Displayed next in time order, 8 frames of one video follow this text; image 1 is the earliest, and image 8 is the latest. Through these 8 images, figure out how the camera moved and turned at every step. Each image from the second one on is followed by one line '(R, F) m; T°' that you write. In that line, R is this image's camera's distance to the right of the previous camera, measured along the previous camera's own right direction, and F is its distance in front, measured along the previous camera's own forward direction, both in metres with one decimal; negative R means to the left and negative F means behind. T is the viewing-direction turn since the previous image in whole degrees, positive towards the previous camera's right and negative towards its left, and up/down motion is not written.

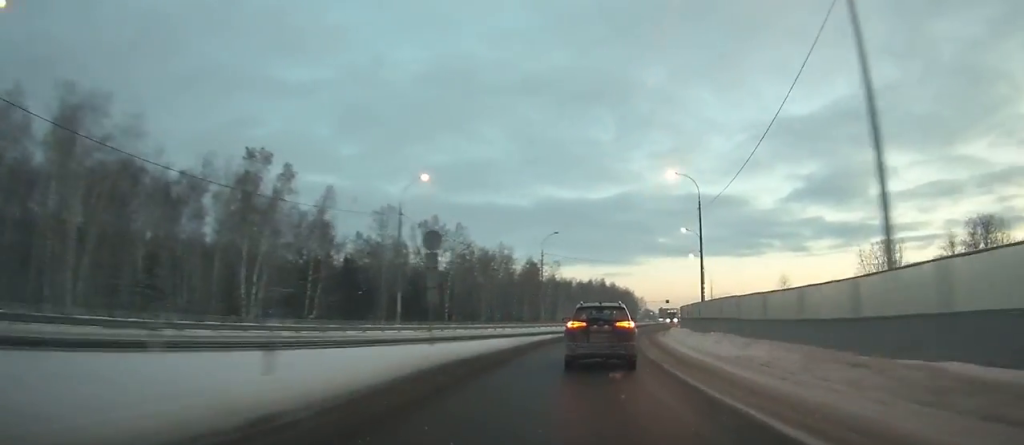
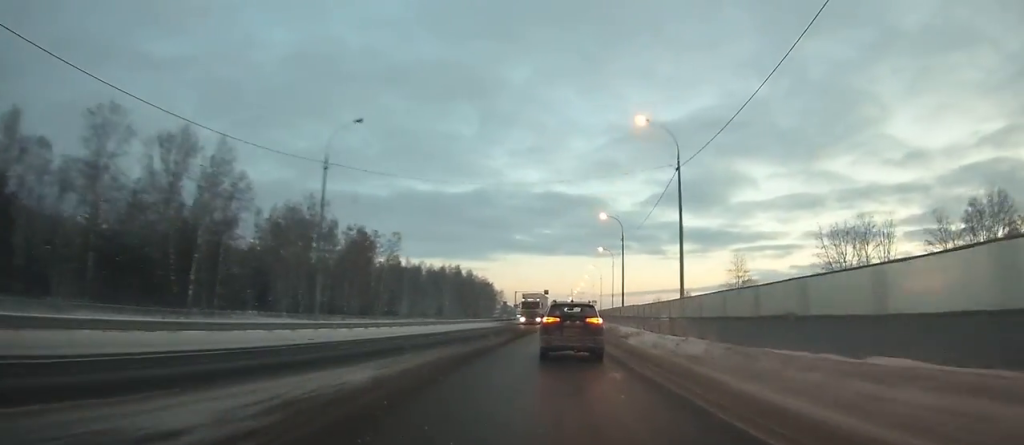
(+5.8, +44.0) m; +12°
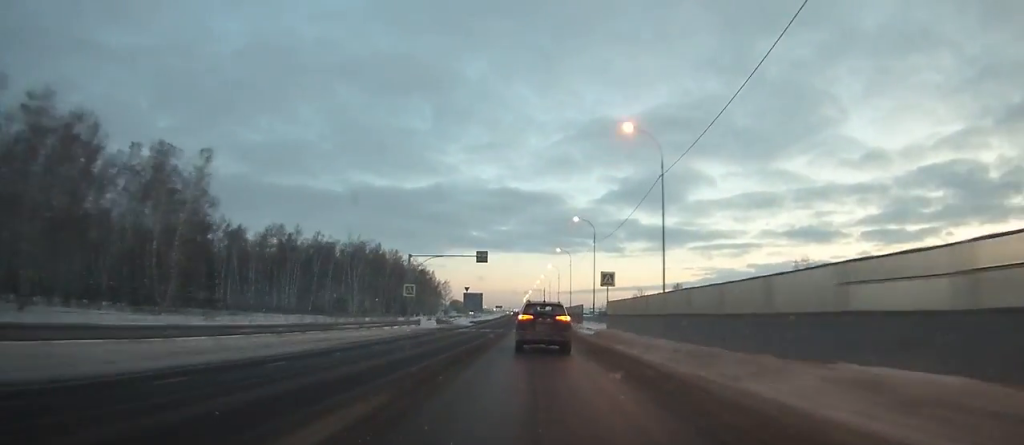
(+5.5, +63.9) m; +6°
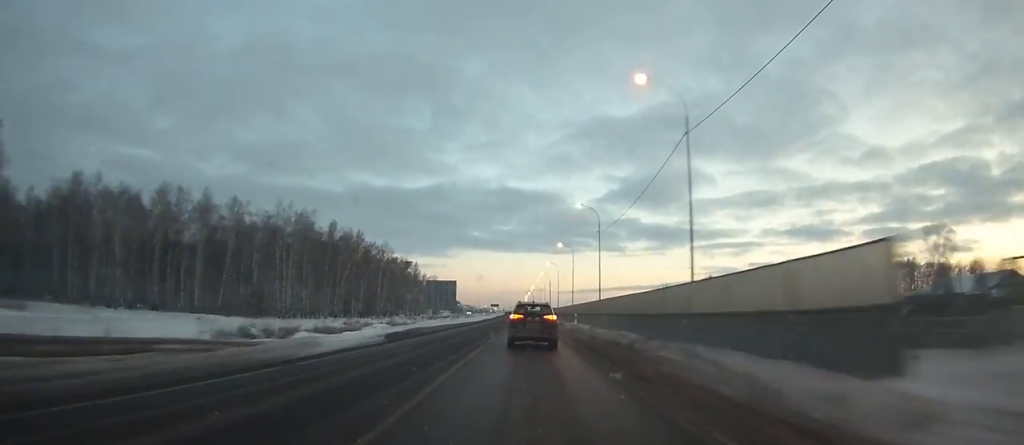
(+0.2, +43.0) m; 0°
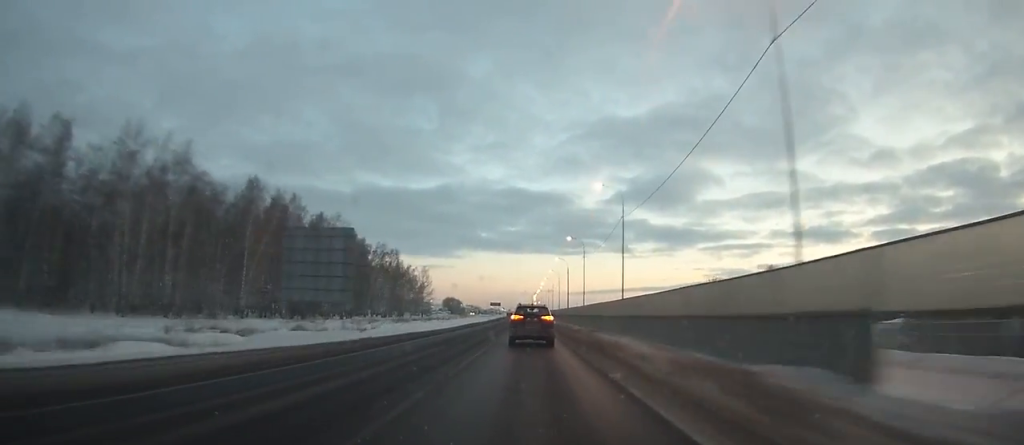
(-0.4, +45.8) m; -1°
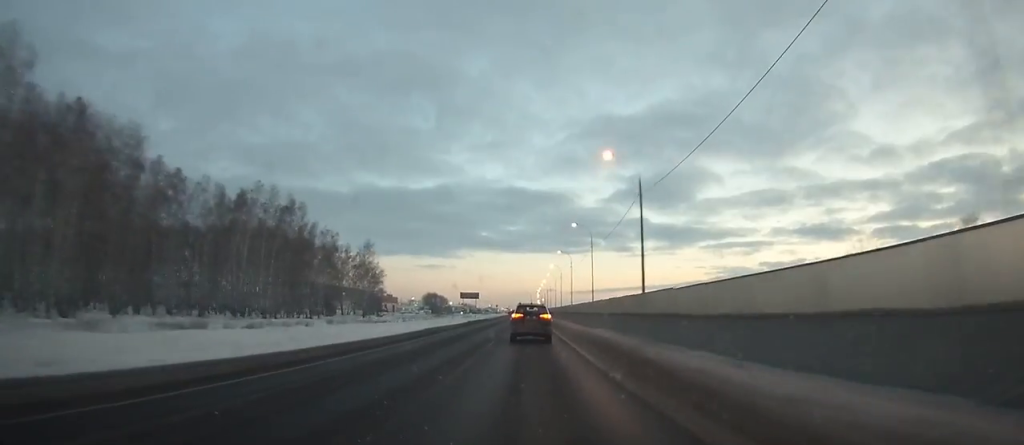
(-0.6, +77.1) m; -1°
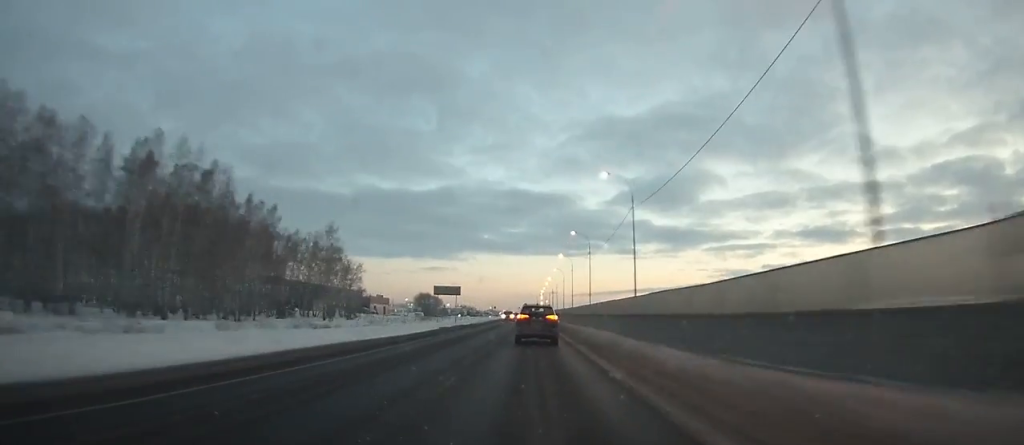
(-0.1, +28.0) m; 0°
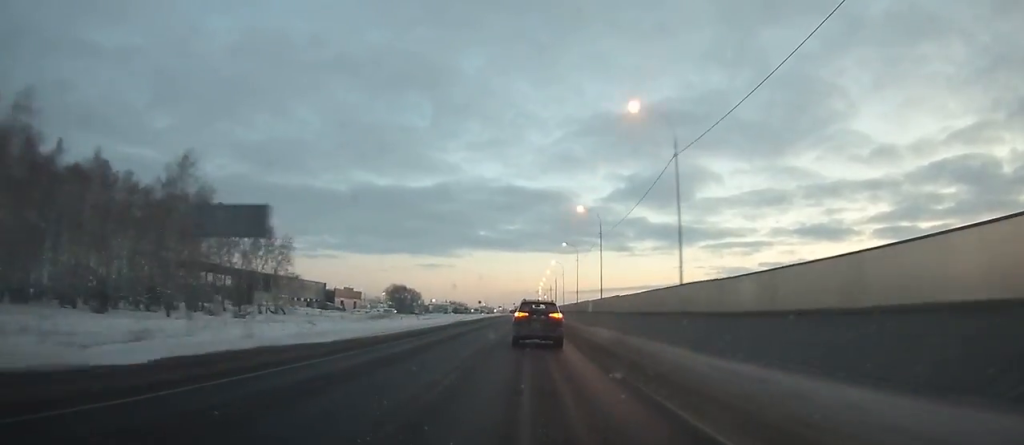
(-0.2, +47.4) m; 0°
